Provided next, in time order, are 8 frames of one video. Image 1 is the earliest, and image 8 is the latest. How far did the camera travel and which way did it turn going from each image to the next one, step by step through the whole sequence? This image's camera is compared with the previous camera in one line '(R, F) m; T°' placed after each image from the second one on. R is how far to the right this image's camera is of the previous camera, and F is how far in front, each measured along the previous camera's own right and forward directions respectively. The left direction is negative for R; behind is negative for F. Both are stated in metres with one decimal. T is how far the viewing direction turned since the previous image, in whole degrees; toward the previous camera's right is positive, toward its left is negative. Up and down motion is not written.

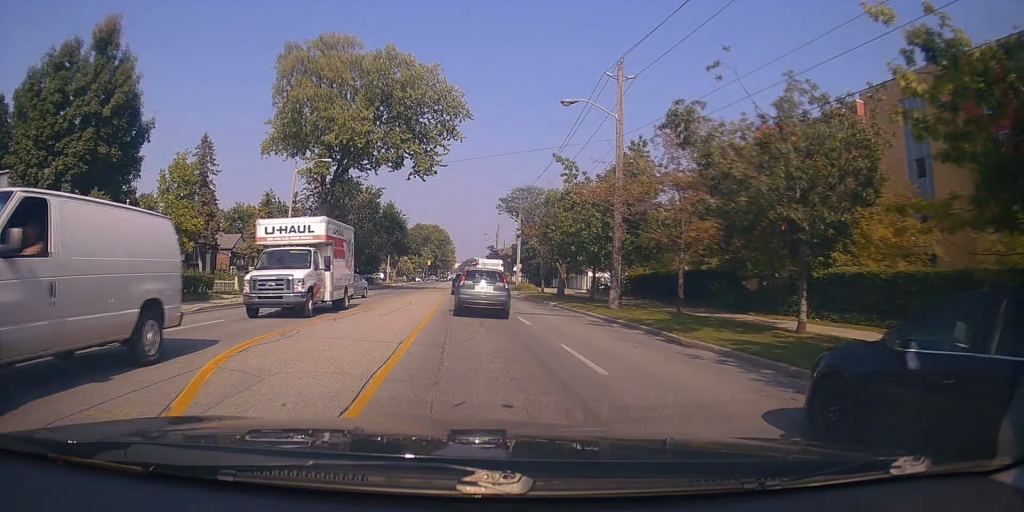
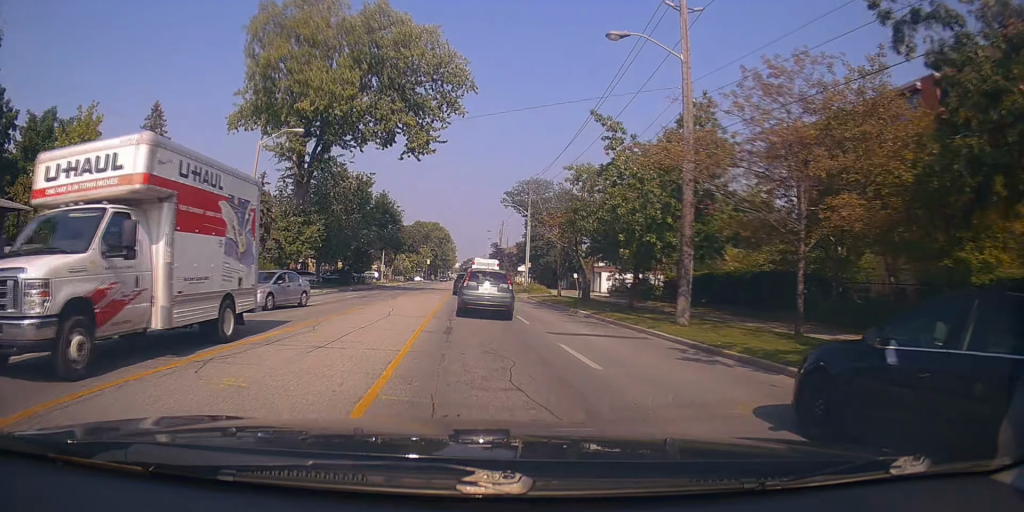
(-0.1, +8.4) m; +1°
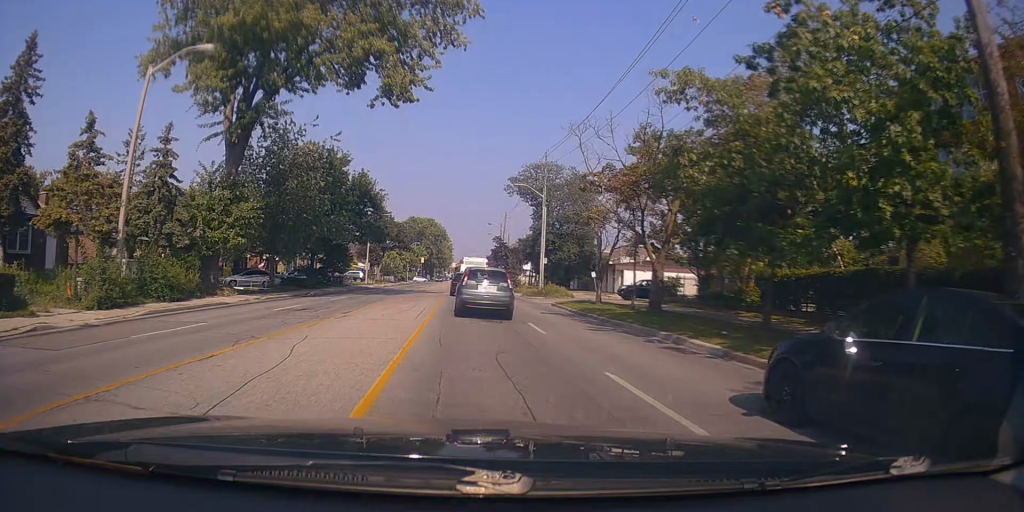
(+0.4, +13.2) m; +2°
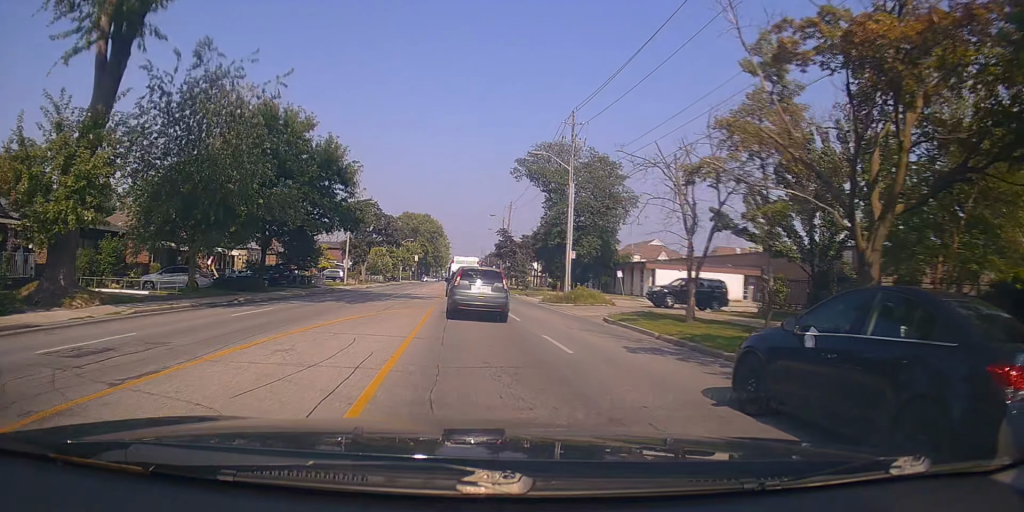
(+0.1, +12.9) m; 0°
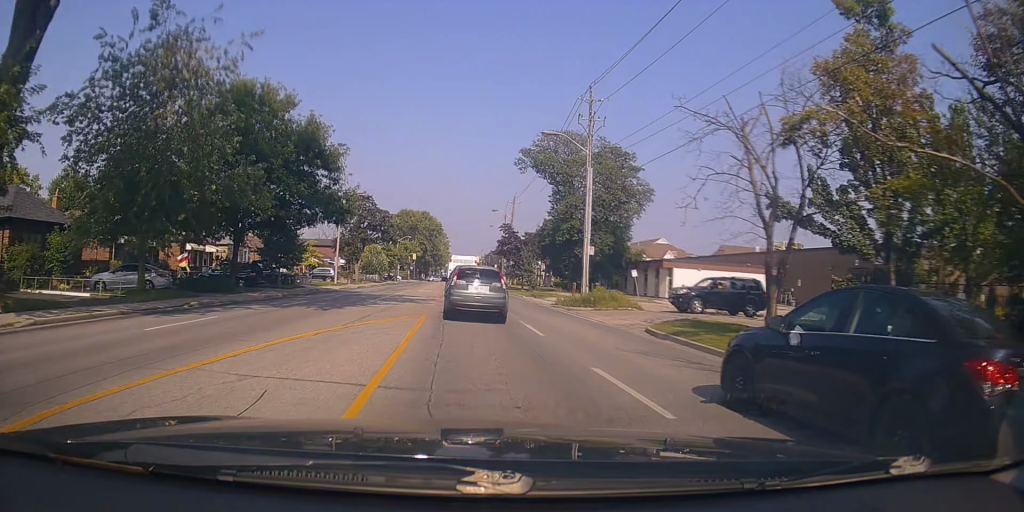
(0.0, +5.0) m; -1°
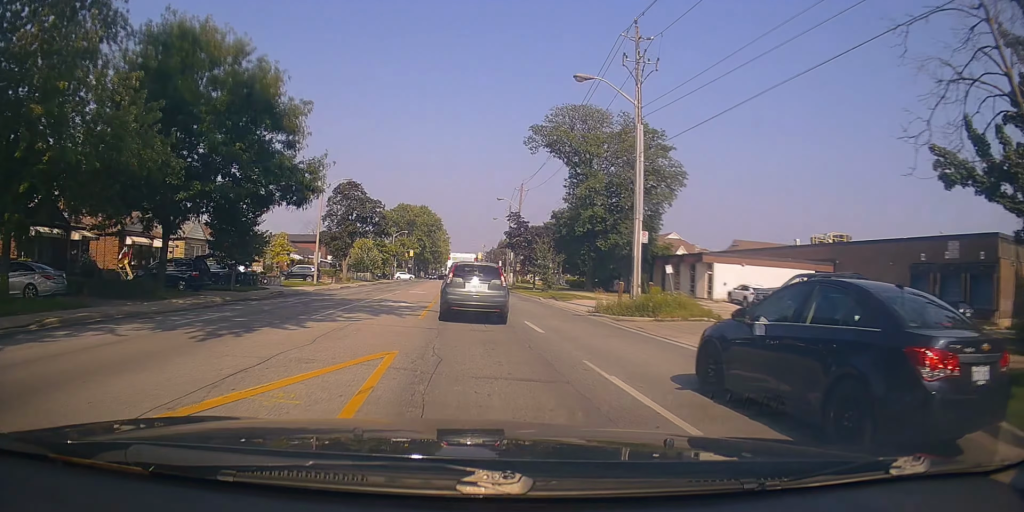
(-0.1, +8.8) m; 0°
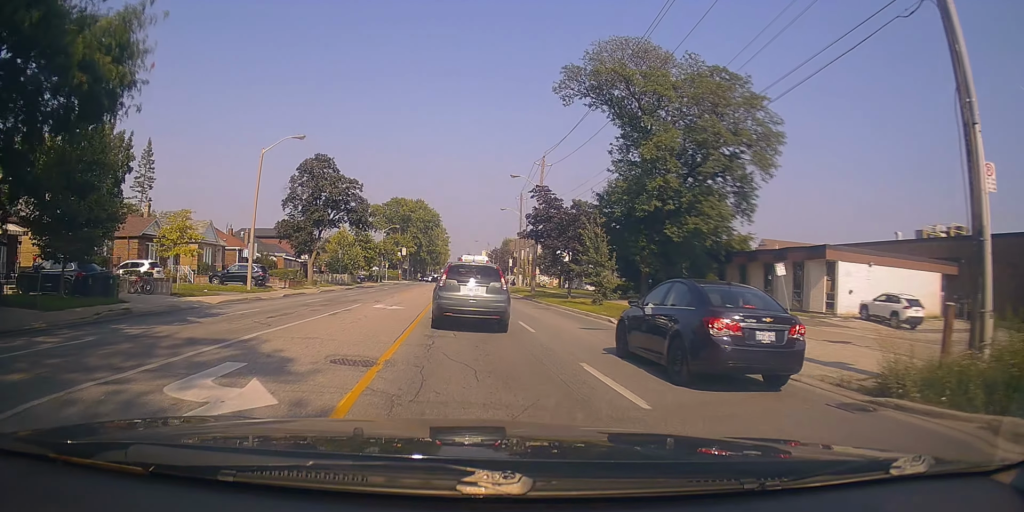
(+0.2, +16.7) m; -2°
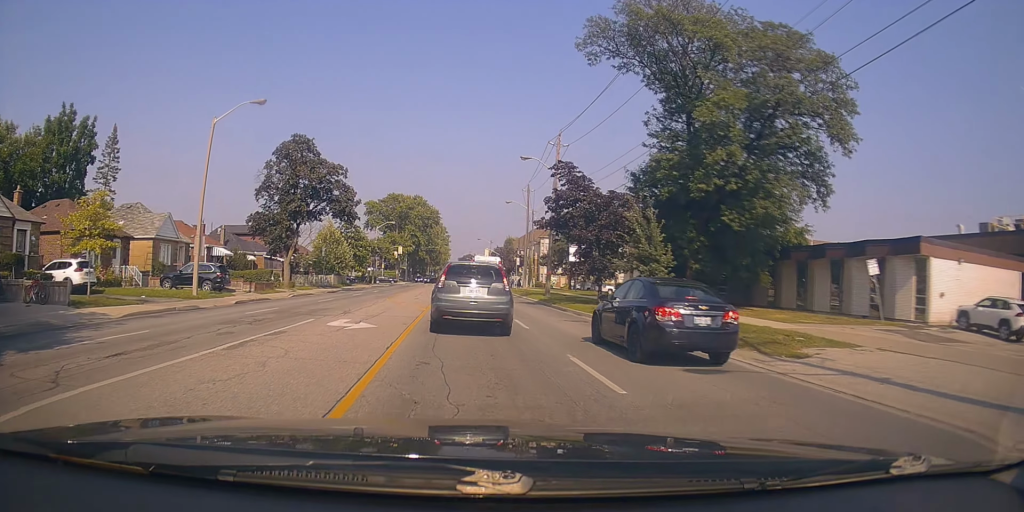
(-0.6, +7.8) m; -1°
